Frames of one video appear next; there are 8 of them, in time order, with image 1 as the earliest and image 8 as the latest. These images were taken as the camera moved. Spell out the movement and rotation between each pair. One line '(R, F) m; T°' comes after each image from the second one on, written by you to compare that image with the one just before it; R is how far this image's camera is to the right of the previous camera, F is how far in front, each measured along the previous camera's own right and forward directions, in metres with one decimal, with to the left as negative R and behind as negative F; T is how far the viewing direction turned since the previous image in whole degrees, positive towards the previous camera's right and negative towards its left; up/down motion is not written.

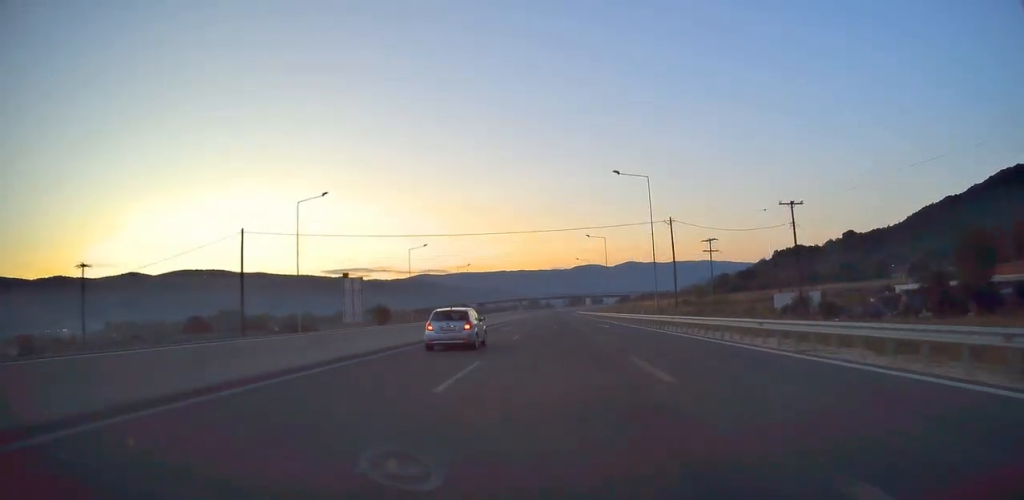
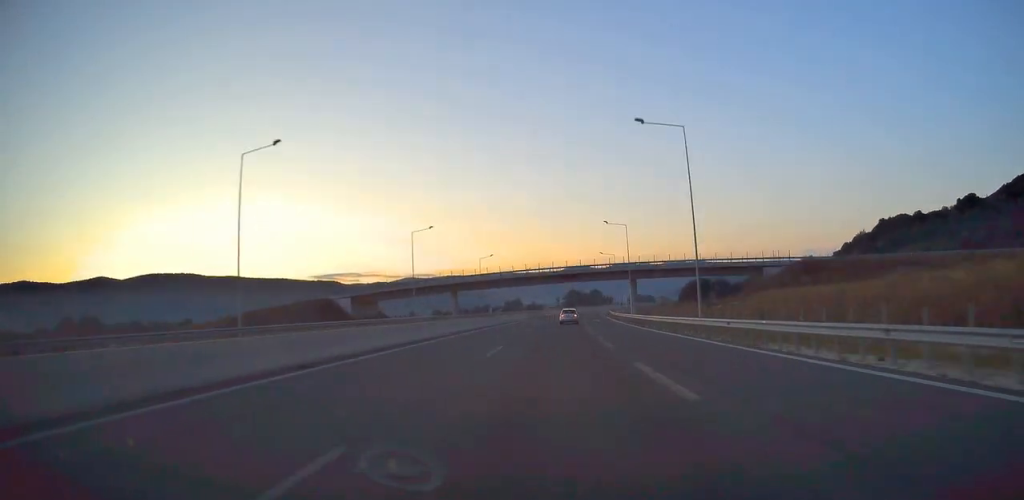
(+0.7, +187.6) m; +5°
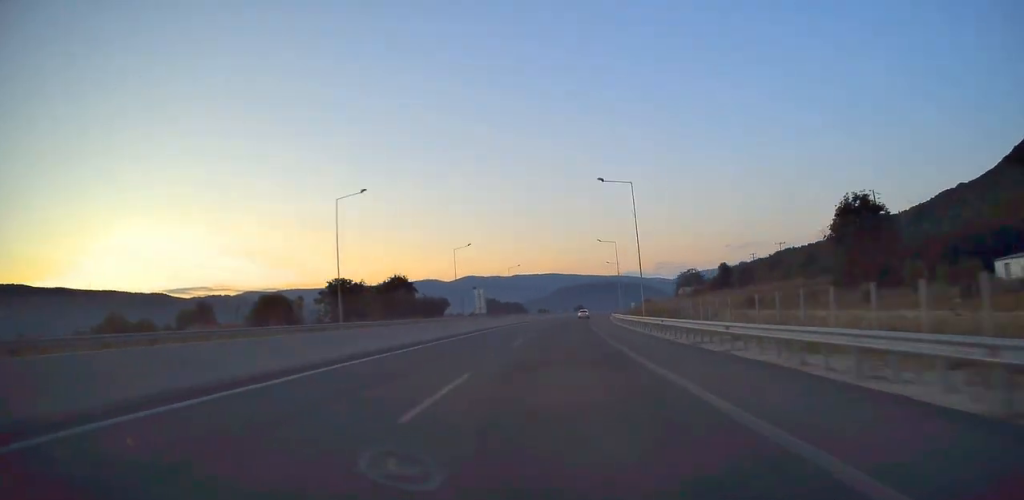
(+25.4, +255.7) m; +12°
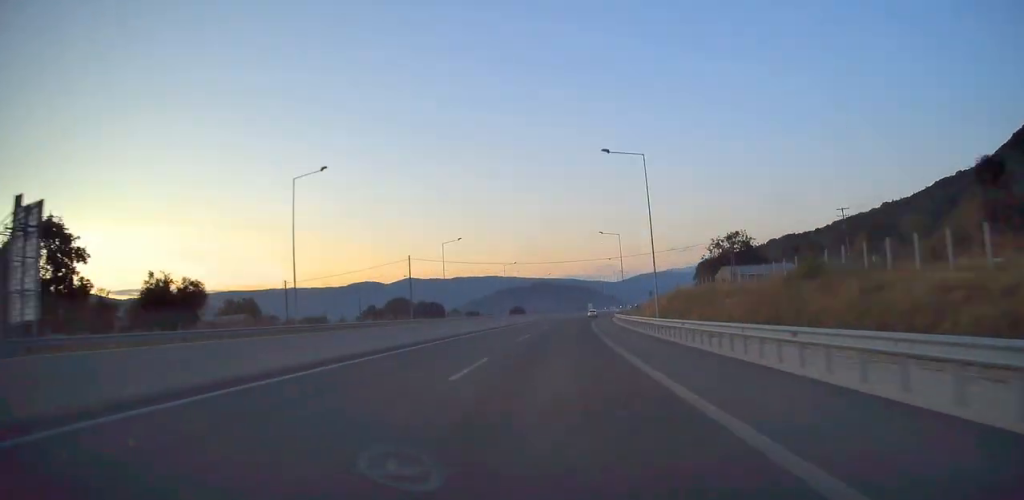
(+6.8, +101.6) m; +5°
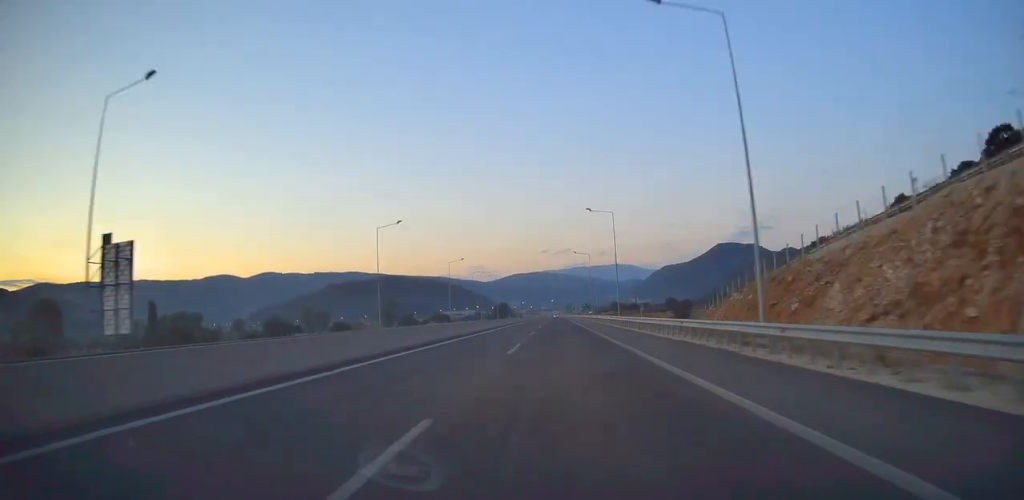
(+62.5, +486.3) m; +9°
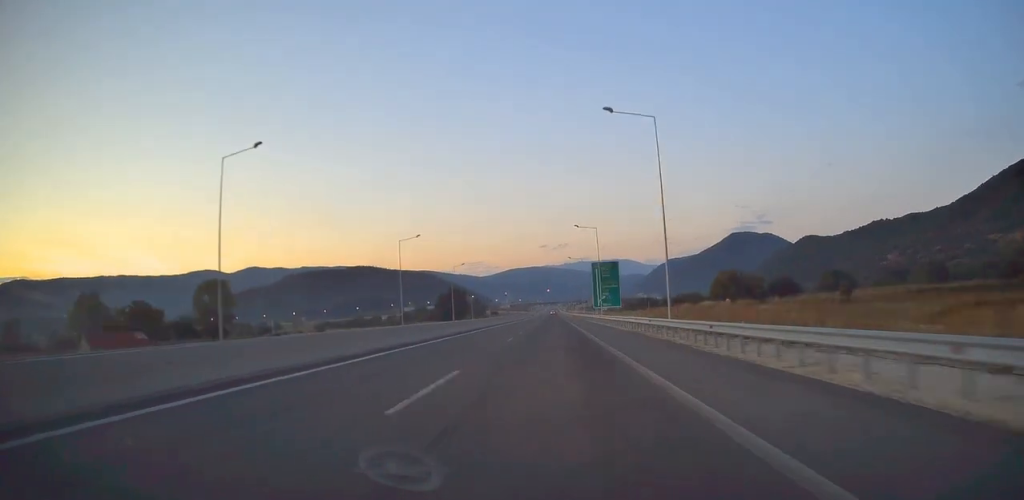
(+0.9, +298.6) m; 0°
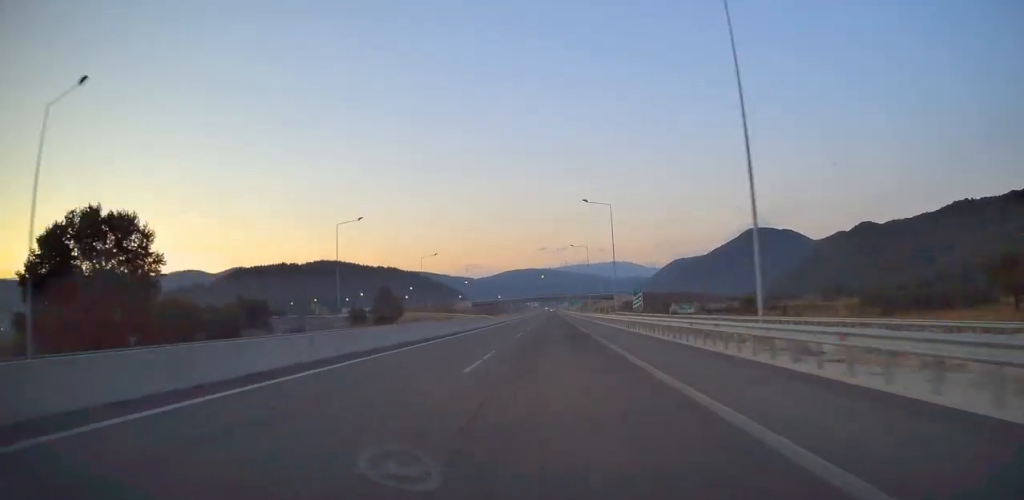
(-0.7, +282.2) m; 0°
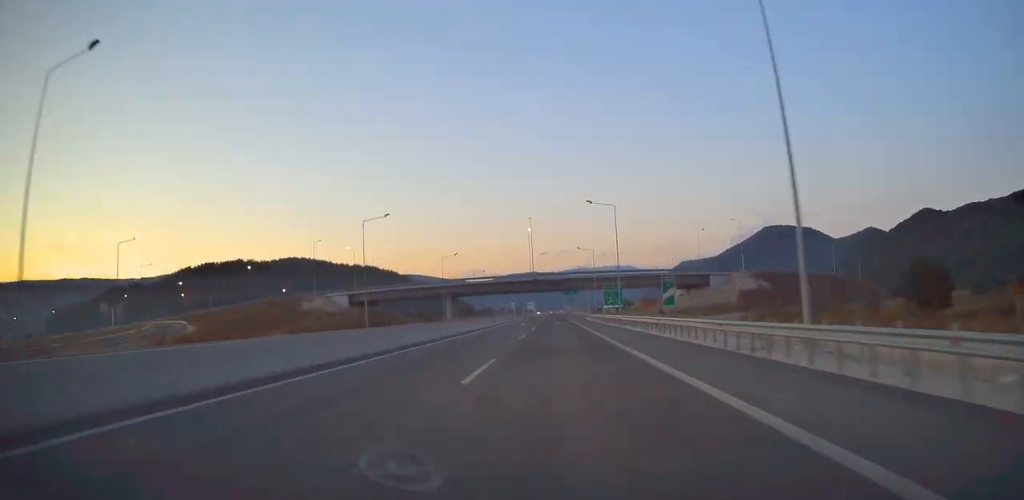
(+0.1, +210.0) m; 0°
